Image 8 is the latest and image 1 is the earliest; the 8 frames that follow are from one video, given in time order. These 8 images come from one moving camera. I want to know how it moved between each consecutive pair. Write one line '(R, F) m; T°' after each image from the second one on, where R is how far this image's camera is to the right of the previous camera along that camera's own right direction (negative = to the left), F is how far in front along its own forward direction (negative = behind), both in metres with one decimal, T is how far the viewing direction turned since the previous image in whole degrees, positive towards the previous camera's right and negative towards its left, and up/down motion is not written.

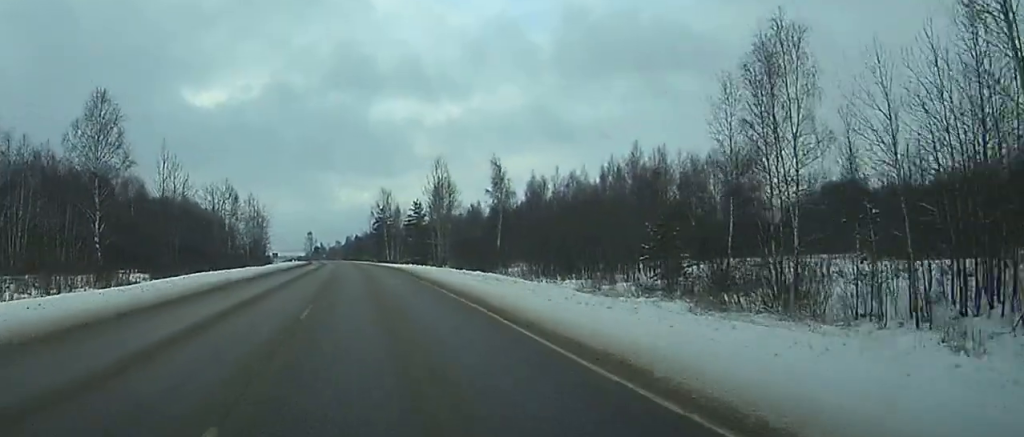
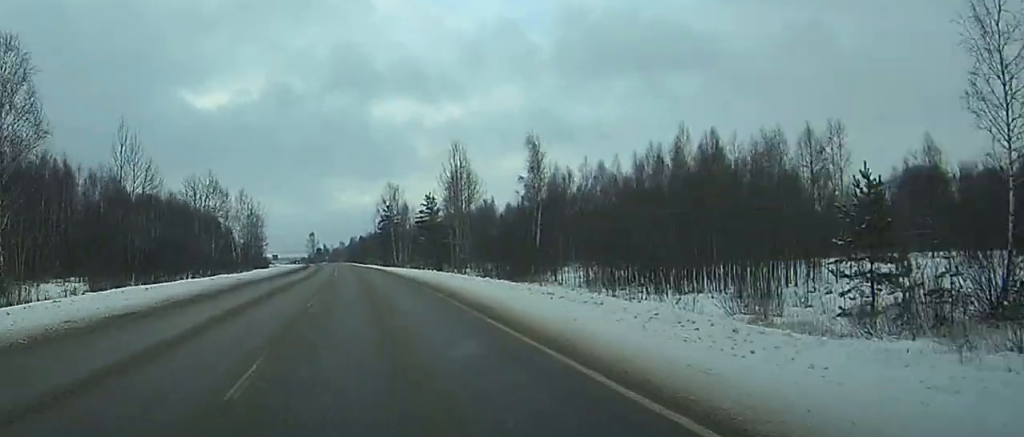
(0.0, +19.5) m; 0°
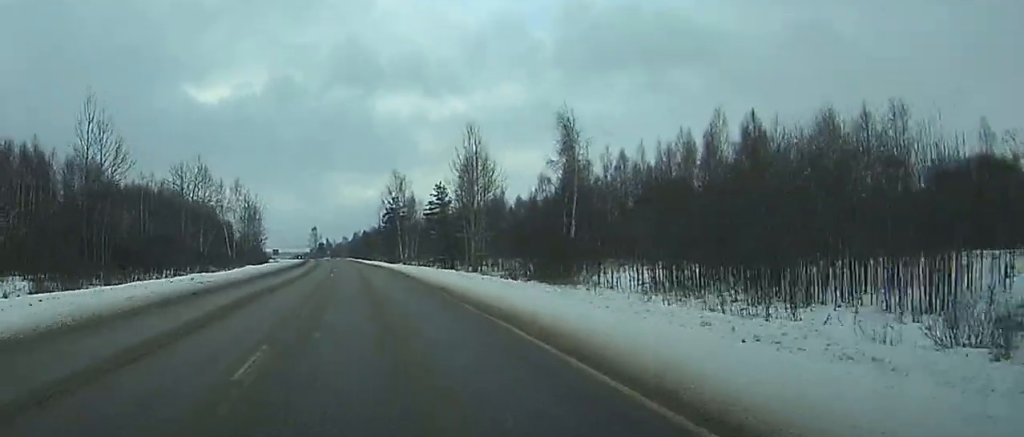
(0.0, +11.4) m; 0°
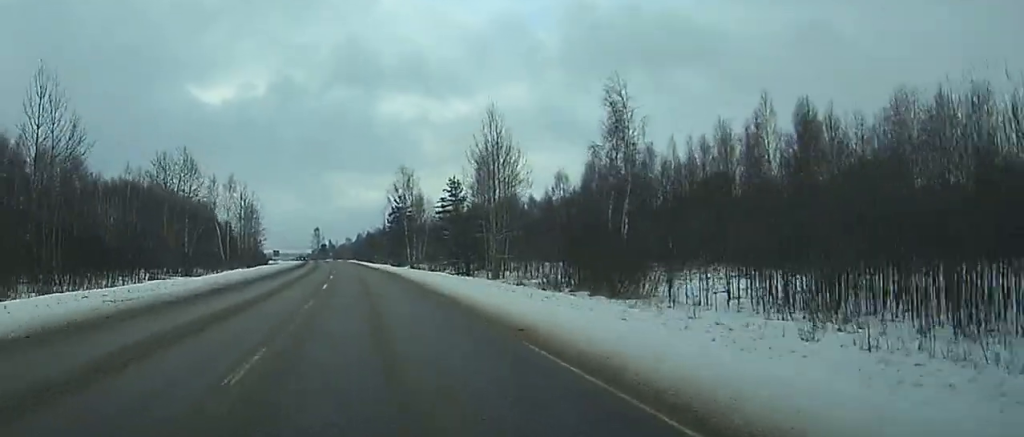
(0.0, +12.3) m; 0°
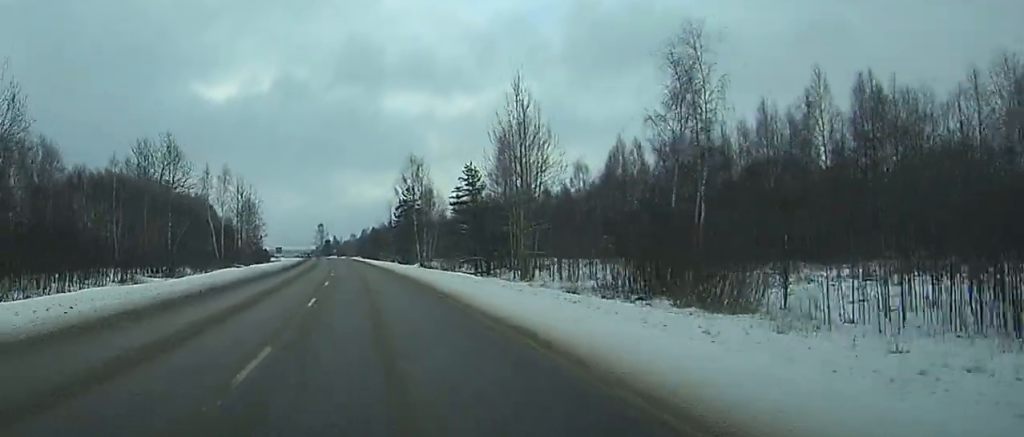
(0.0, +11.5) m; 0°
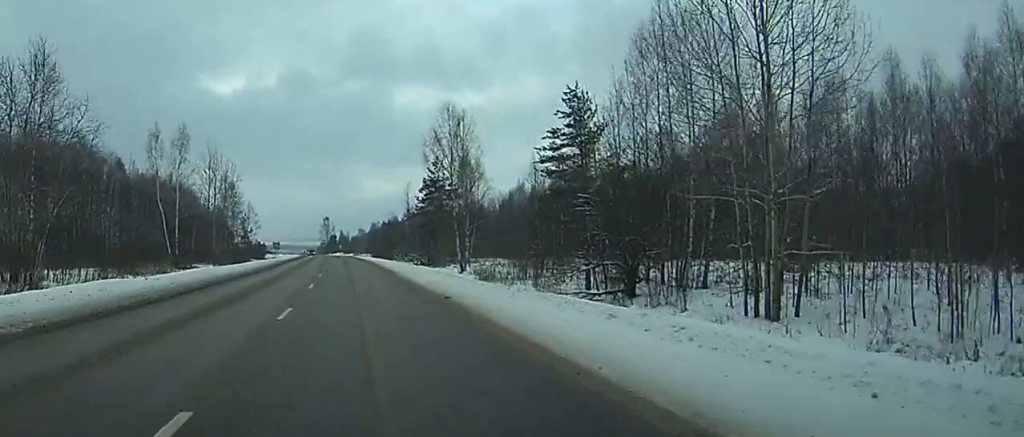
(-0.7, +40.7) m; -1°
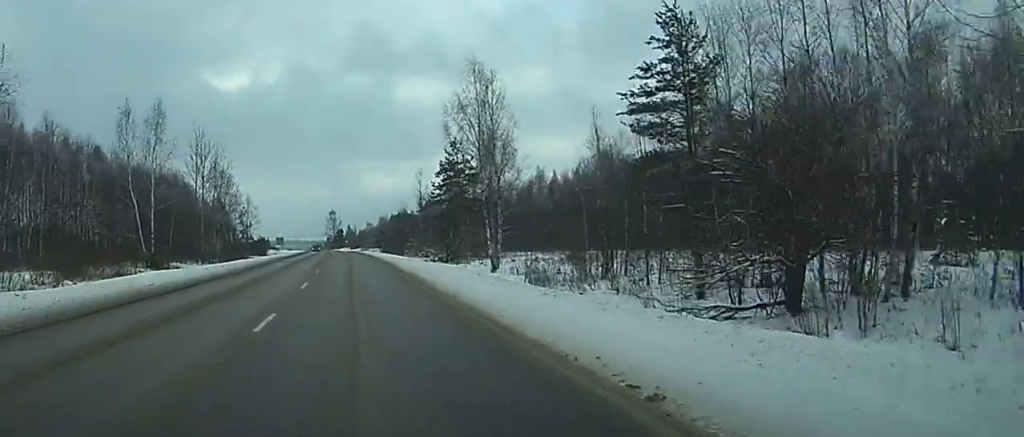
(-0.1, +15.1) m; 0°
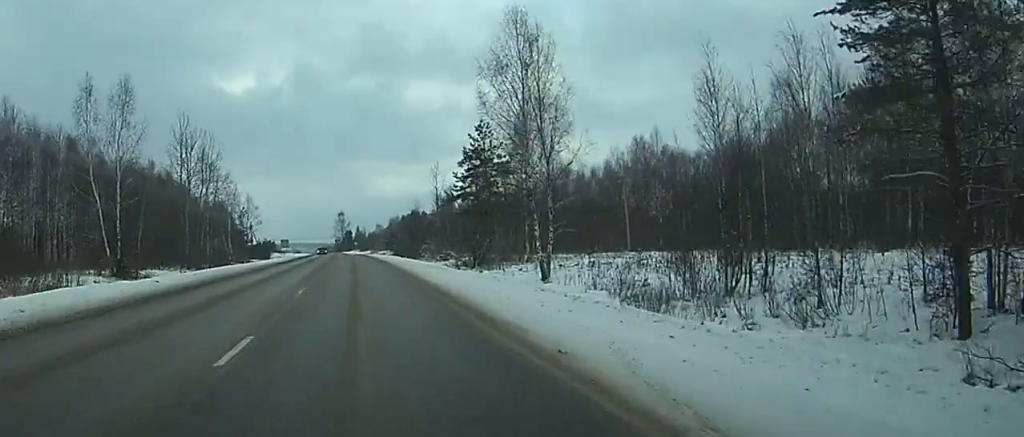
(0.0, +15.1) m; 0°
